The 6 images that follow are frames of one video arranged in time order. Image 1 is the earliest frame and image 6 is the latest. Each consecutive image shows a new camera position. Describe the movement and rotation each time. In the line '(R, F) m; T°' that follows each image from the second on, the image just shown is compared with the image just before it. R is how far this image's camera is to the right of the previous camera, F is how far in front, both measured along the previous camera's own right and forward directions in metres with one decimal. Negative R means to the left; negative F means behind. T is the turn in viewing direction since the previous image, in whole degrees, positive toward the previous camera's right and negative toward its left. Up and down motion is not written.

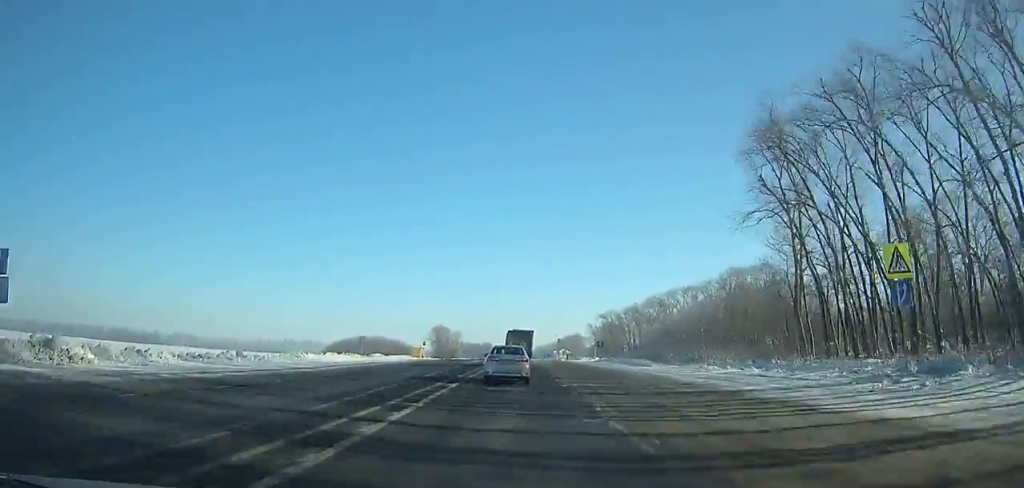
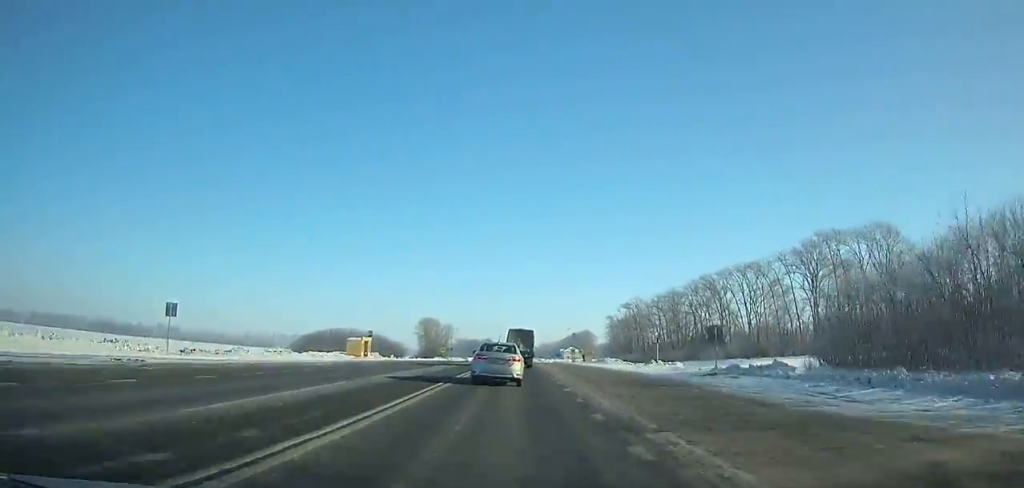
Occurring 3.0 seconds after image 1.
(0.0, +48.6) m; 0°
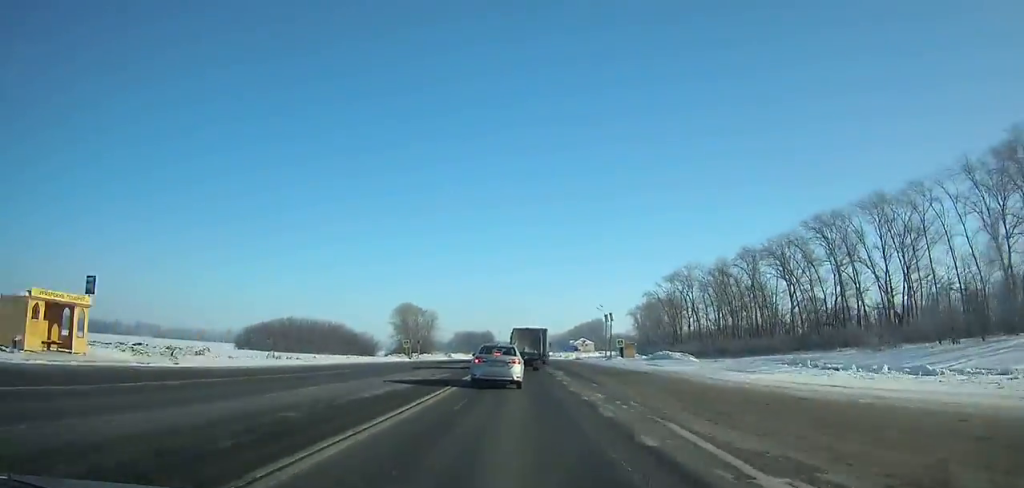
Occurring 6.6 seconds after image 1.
(-0.2, +57.2) m; 0°
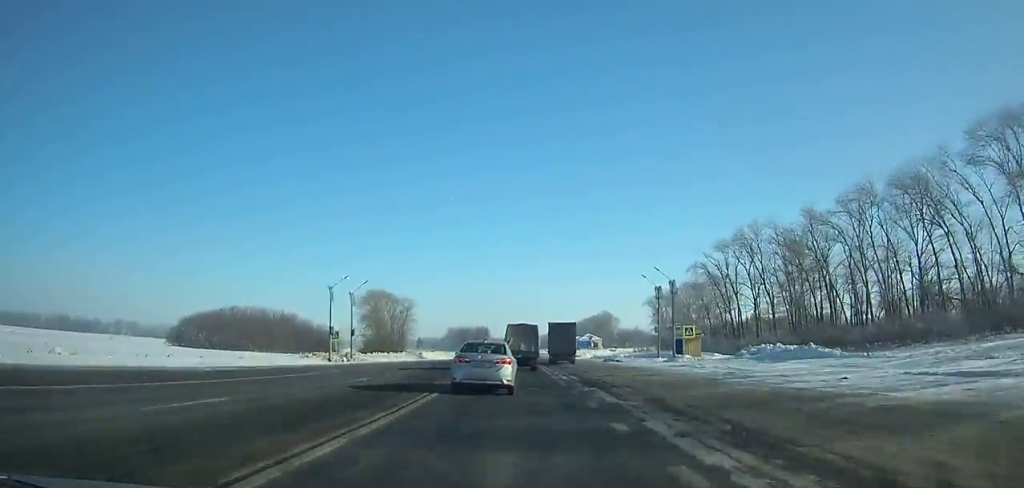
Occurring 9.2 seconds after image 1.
(+0.2, +40.1) m; 0°
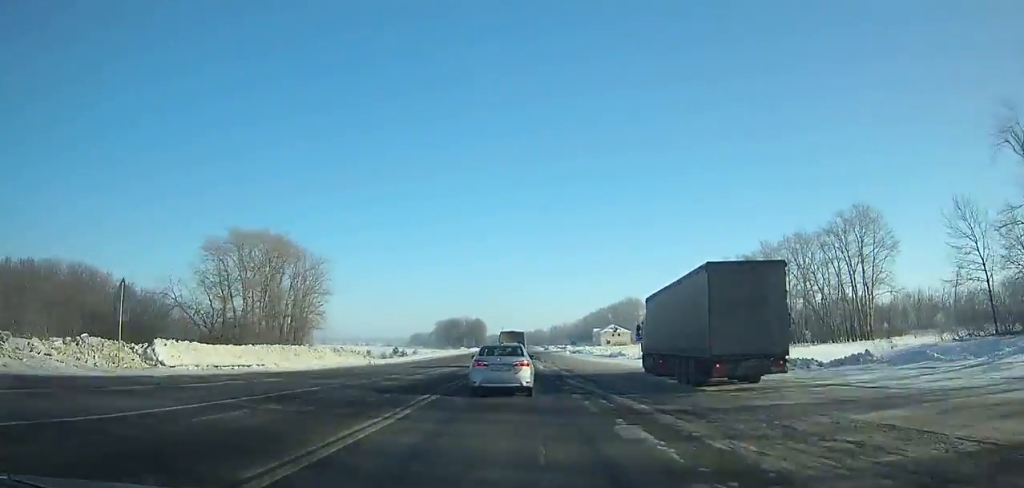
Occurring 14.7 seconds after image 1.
(-0.2, +85.2) m; -1°
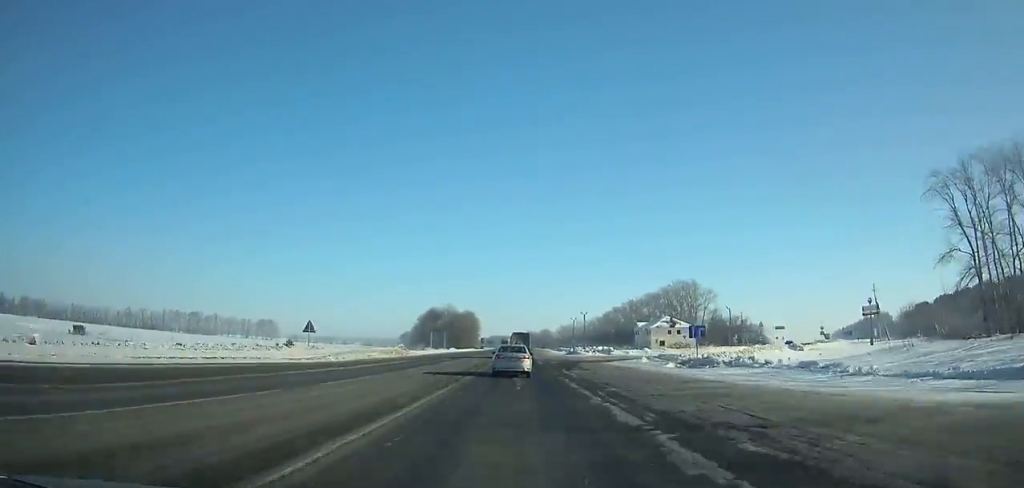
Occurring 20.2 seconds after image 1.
(-0.5, +94.1) m; 0°
